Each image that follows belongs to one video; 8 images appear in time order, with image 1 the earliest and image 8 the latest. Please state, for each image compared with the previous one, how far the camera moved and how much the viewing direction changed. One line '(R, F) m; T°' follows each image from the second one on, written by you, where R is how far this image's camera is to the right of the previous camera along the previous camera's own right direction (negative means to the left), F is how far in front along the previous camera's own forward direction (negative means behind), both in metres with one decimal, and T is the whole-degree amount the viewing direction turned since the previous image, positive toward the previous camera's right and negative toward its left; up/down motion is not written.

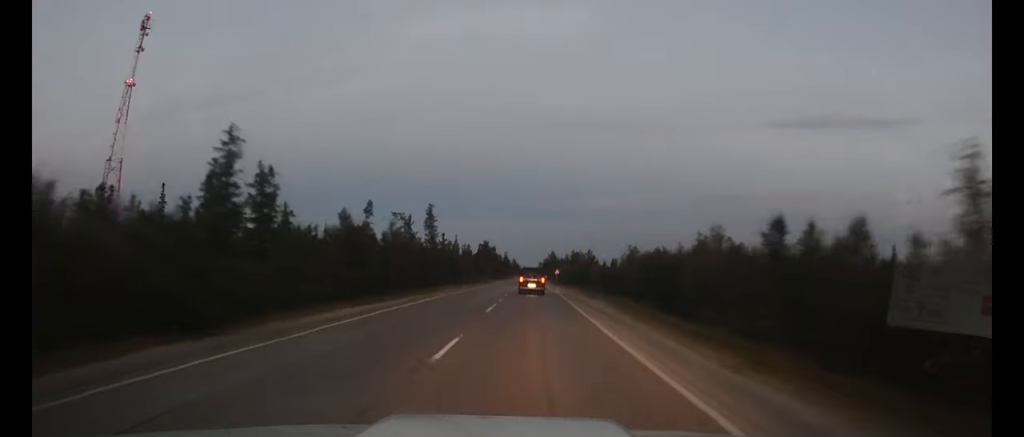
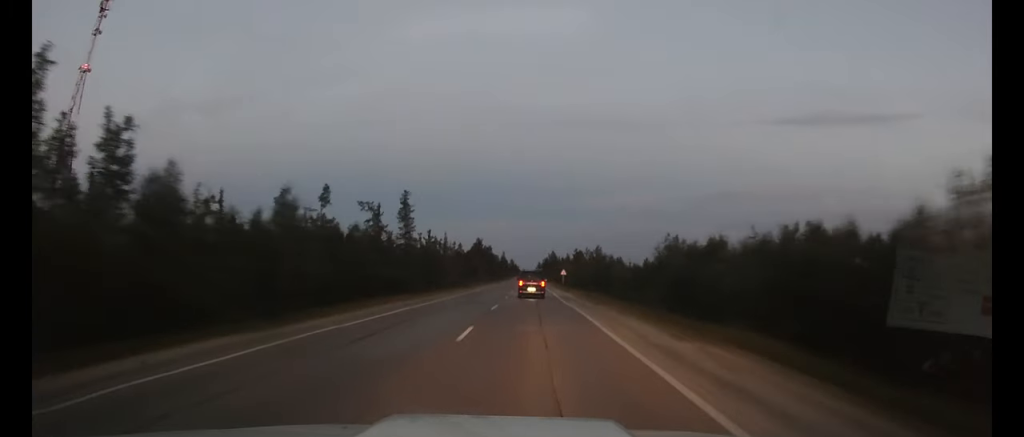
(0.0, +21.0) m; 0°
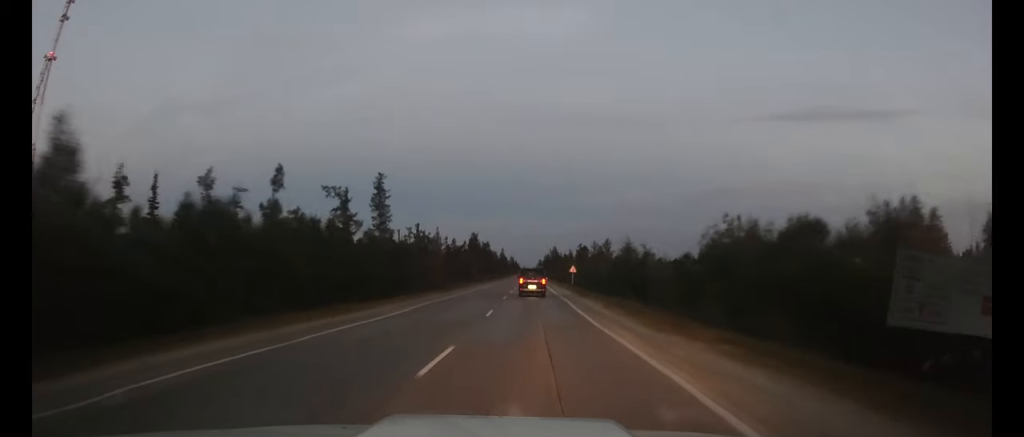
(0.0, +15.7) m; 0°
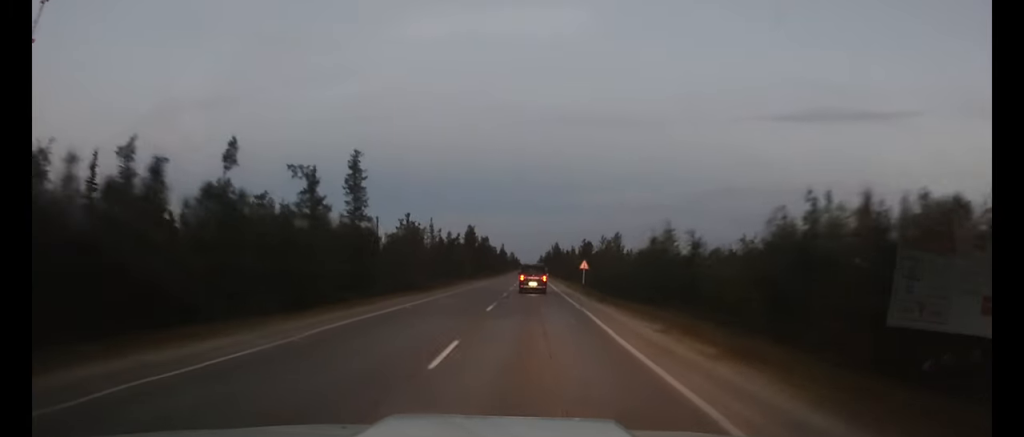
(0.0, +11.6) m; 0°
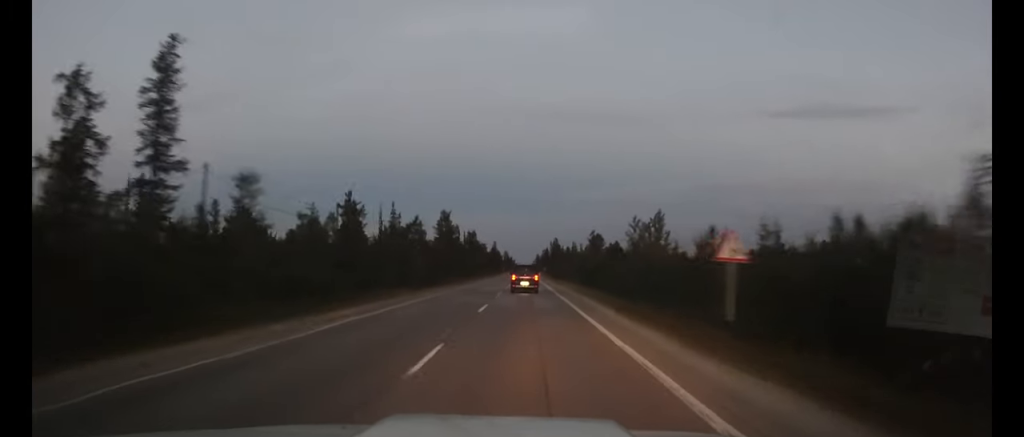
(+0.1, +36.6) m; 0°
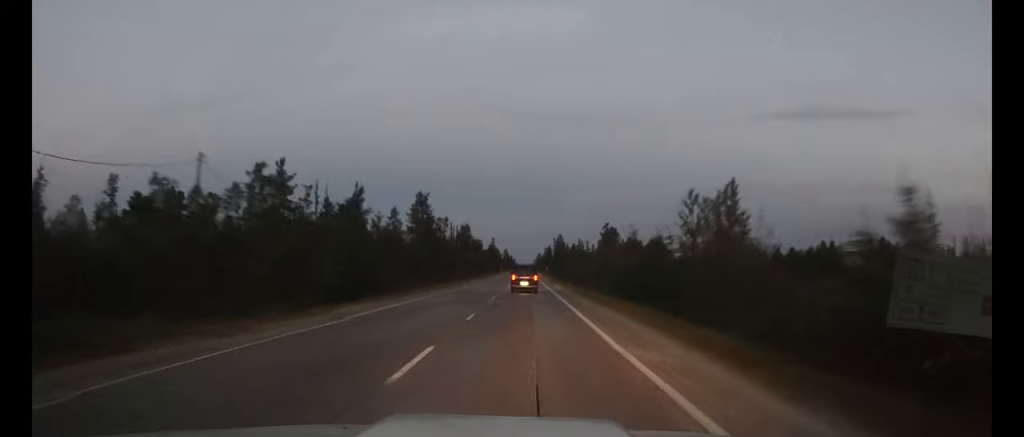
(0.0, +24.7) m; 0°
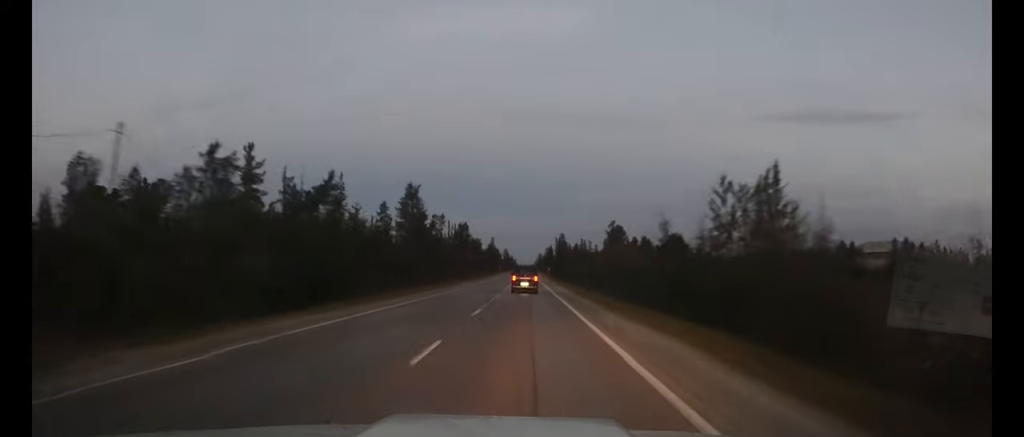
(0.0, +8.0) m; 0°
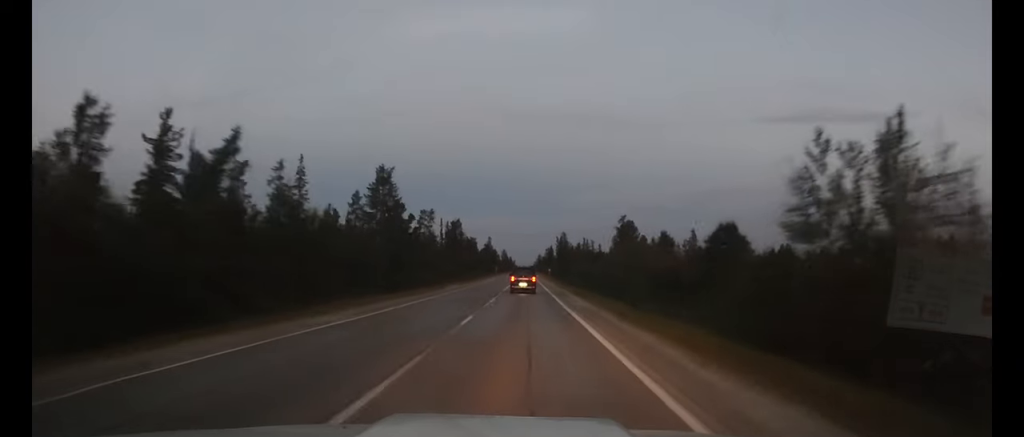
(0.0, +14.4) m; 0°
